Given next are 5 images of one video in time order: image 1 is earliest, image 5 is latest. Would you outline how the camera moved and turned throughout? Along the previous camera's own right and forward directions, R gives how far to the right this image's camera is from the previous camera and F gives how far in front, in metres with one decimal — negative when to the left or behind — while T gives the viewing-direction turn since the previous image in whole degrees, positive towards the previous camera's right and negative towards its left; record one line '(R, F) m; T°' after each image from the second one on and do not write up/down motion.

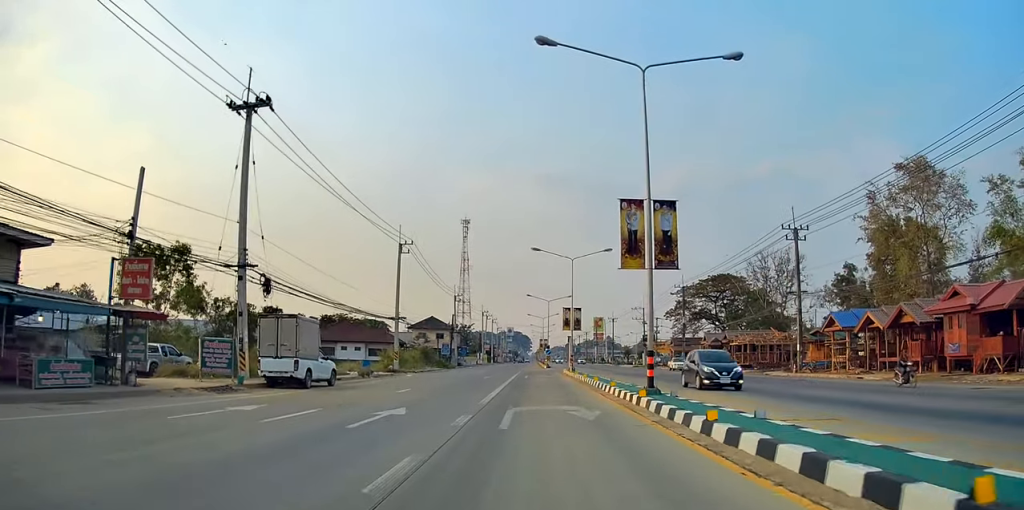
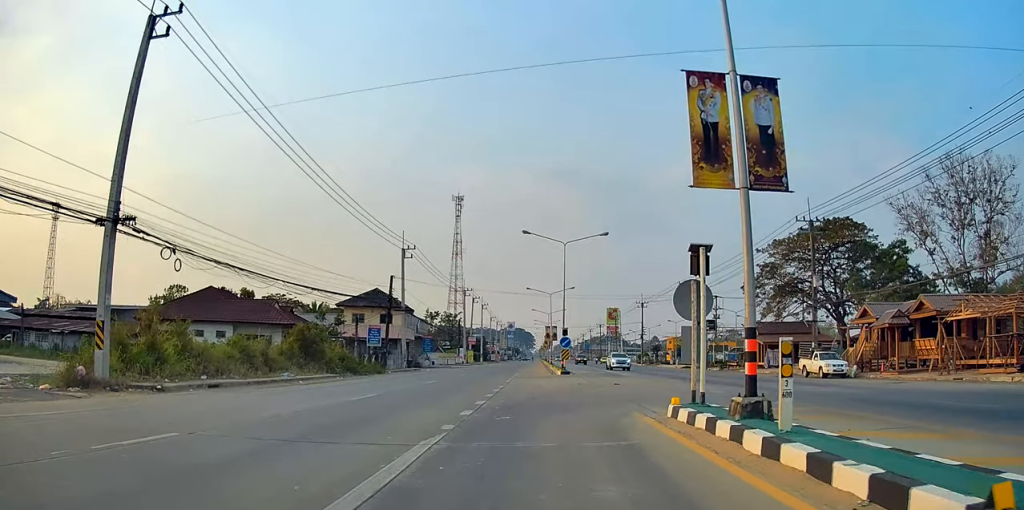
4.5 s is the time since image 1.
(+1.0, +44.5) m; 0°
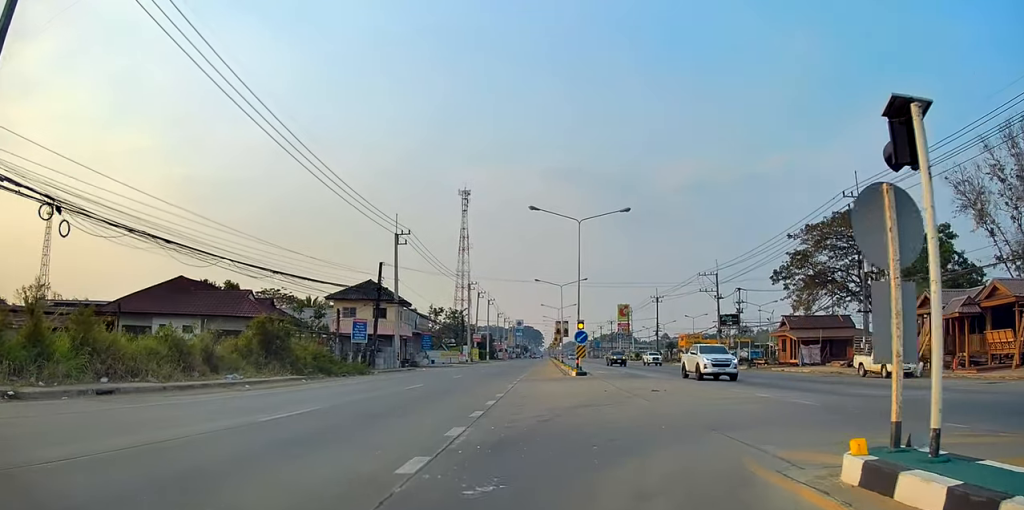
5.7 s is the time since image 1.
(0.0, +8.6) m; 0°
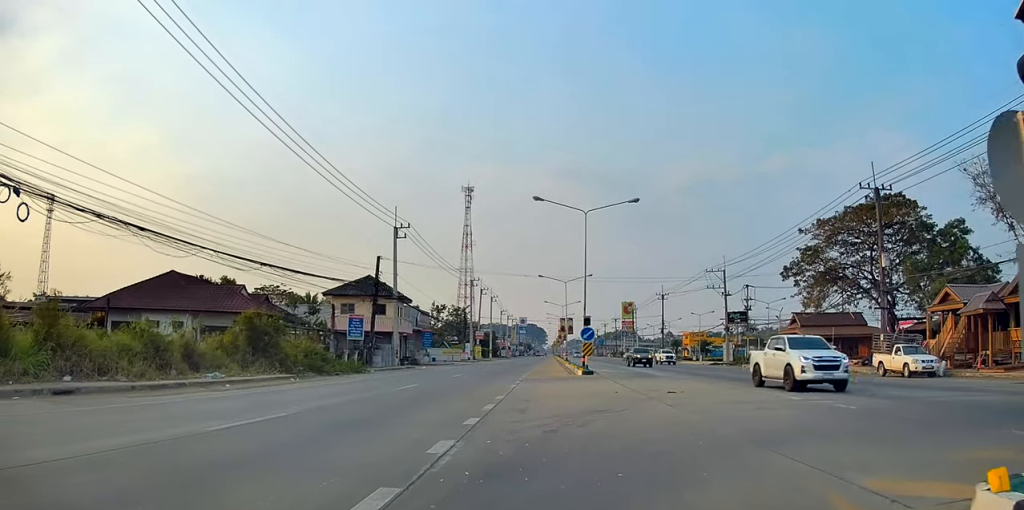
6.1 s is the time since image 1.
(0.0, +2.9) m; +1°
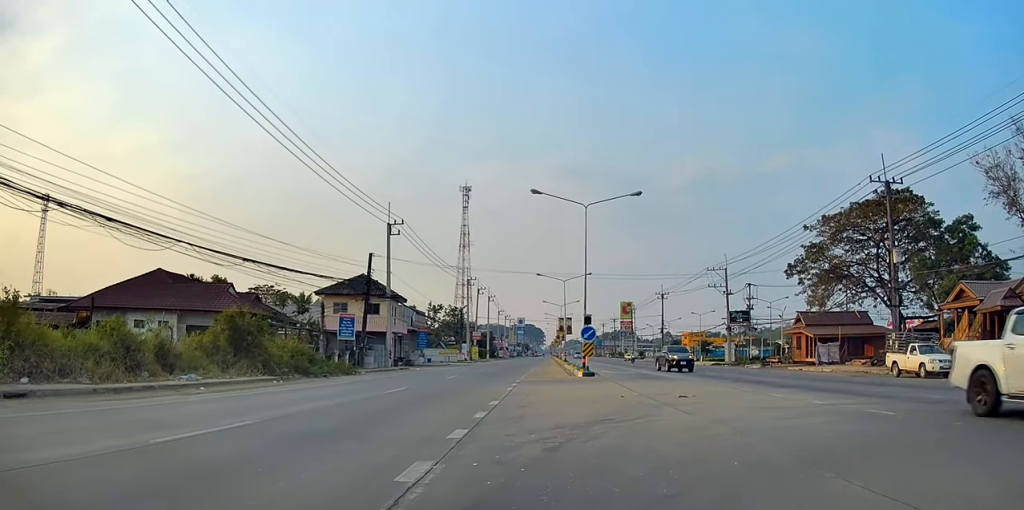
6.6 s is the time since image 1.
(-0.1, +3.2) m; +2°
